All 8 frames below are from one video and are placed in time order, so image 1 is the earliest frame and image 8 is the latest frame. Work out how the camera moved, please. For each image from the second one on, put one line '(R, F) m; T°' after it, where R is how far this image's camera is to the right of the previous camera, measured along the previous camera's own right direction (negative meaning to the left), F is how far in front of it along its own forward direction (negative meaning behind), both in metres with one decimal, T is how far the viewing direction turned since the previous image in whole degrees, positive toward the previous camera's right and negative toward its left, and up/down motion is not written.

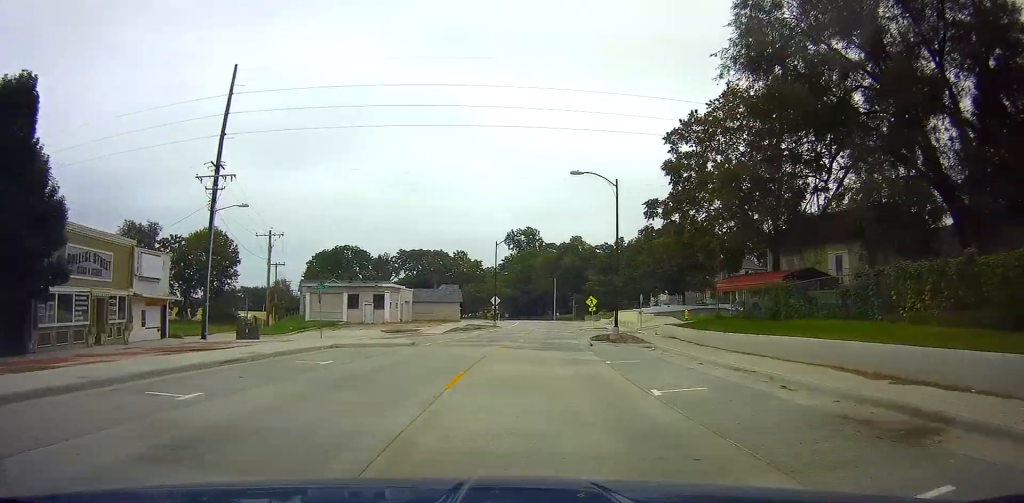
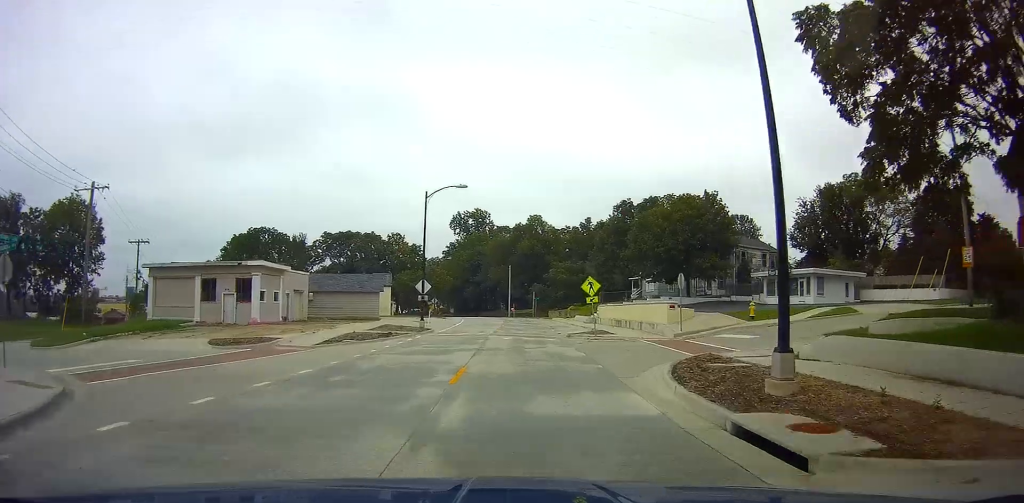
(+1.3, +23.7) m; +5°
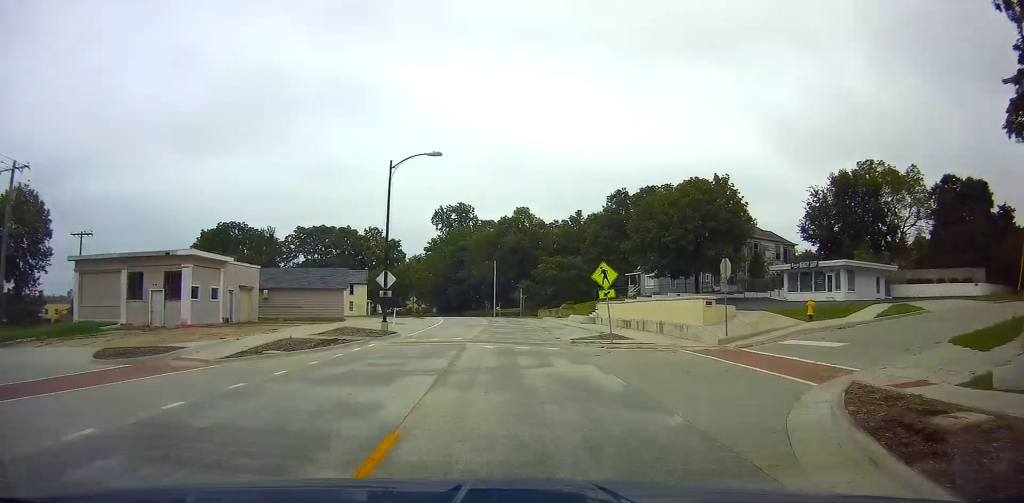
(+0.1, +7.9) m; 0°
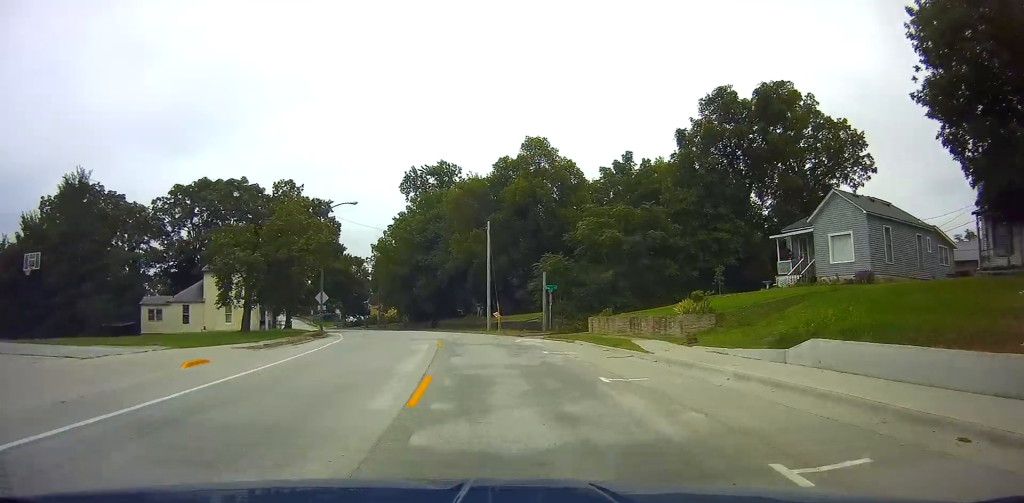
(-1.0, +45.6) m; -5°
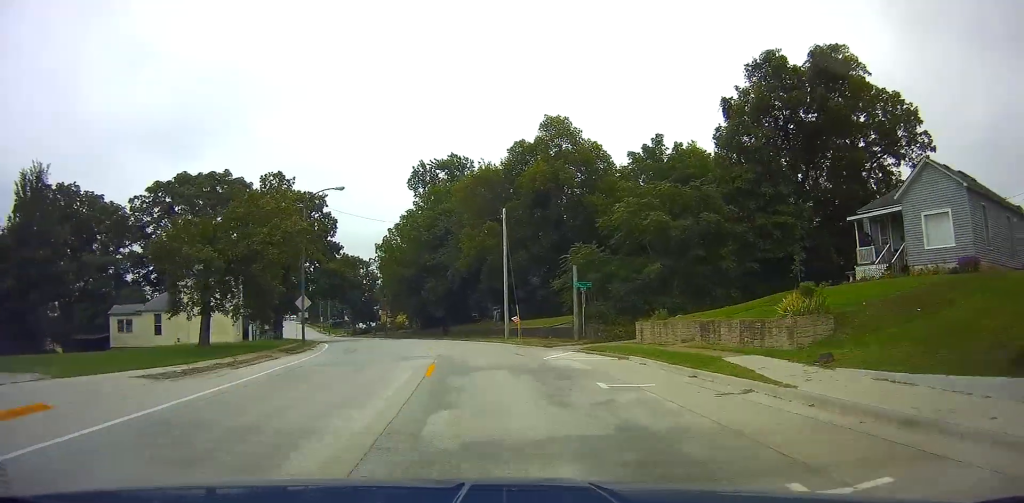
(-0.2, +7.9) m; -2°
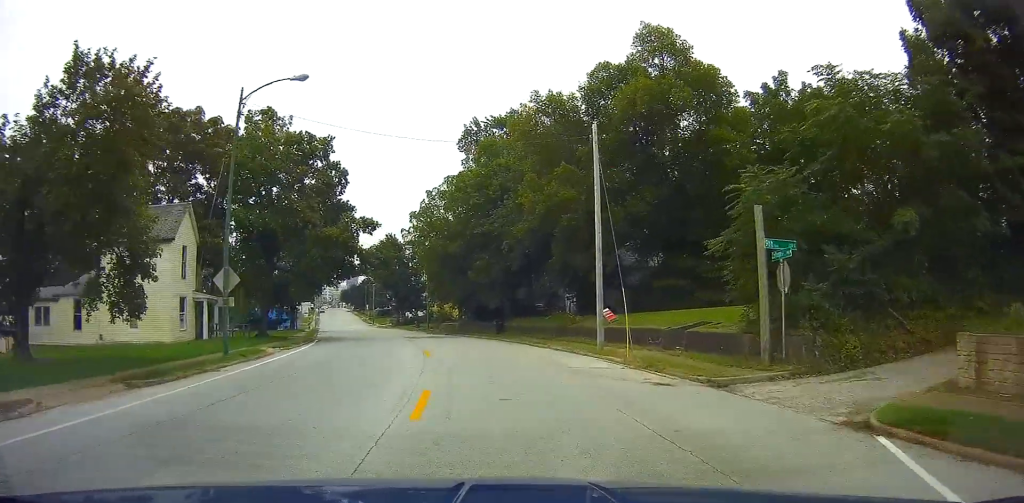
(-0.5, +17.3) m; -5°
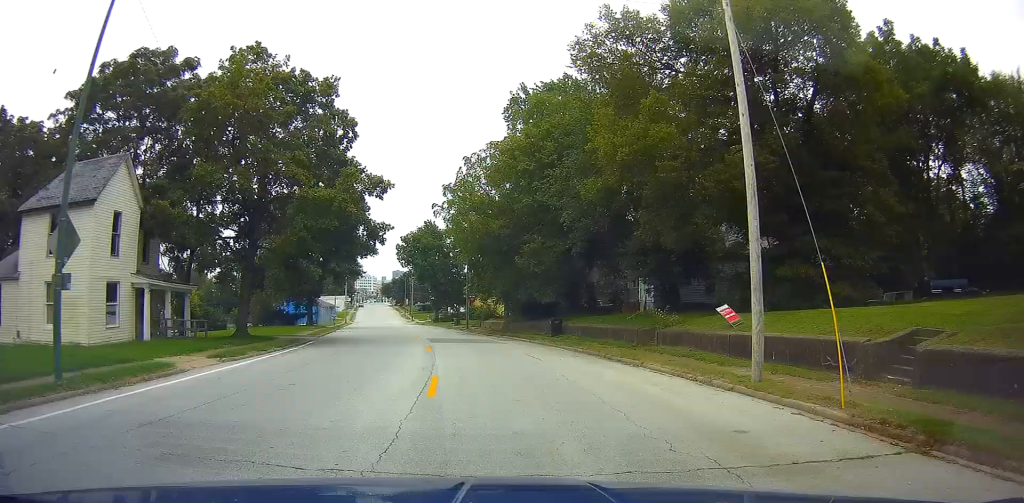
(-0.5, +10.7) m; -4°
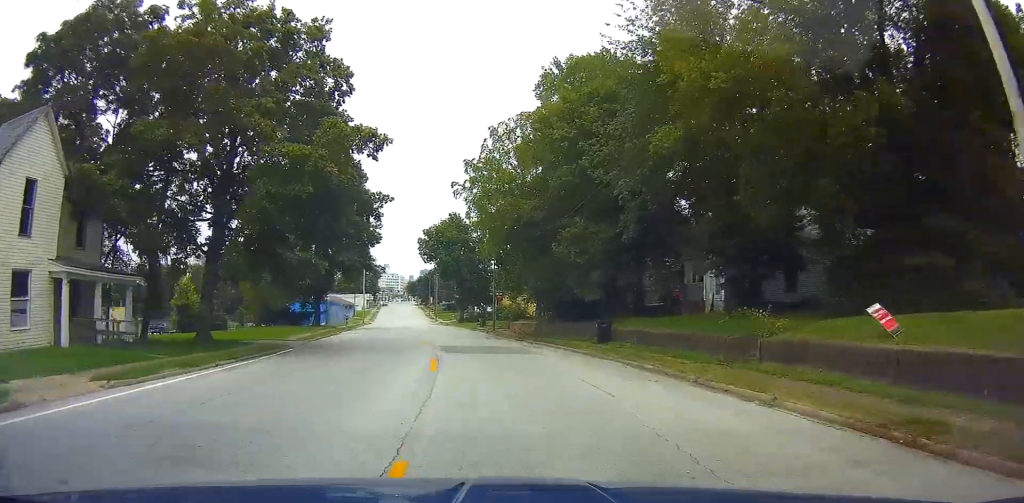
(-0.1, +7.4) m; -3°
